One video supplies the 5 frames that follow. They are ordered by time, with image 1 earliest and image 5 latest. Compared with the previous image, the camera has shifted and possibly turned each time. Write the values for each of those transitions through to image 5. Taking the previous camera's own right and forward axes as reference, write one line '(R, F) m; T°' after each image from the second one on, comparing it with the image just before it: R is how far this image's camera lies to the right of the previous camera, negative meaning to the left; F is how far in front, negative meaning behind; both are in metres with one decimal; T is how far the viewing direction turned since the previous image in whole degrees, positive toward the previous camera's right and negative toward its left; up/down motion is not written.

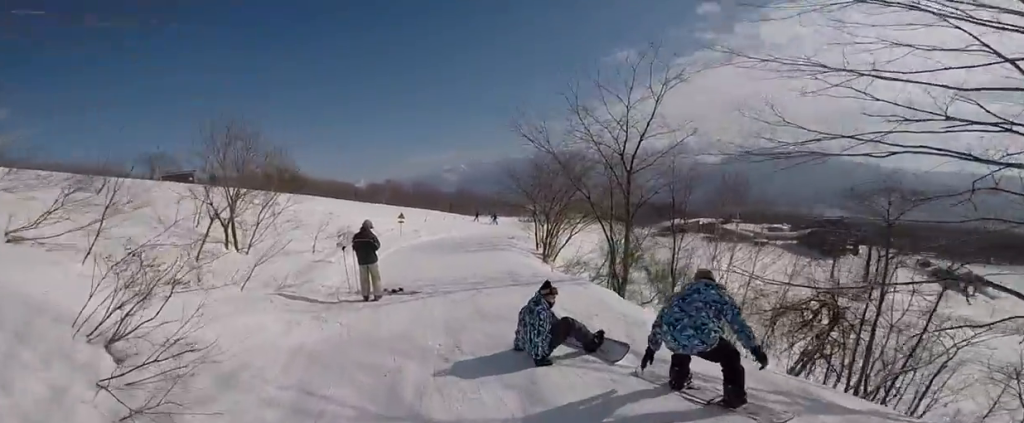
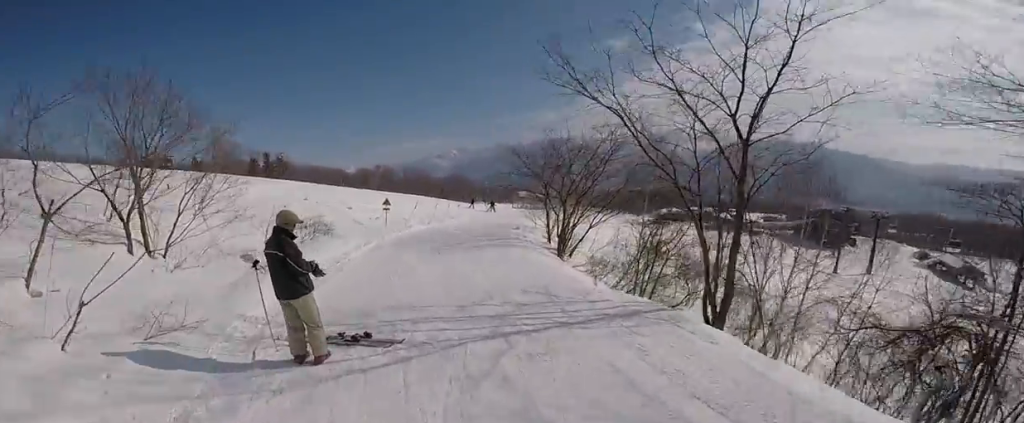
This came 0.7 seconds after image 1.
(0.0, +3.9) m; -2°
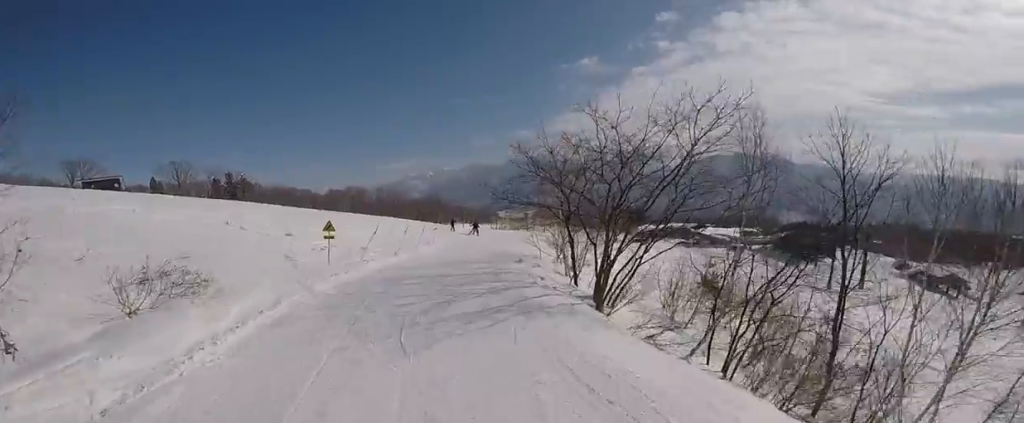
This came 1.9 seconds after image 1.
(-0.3, +6.8) m; +1°
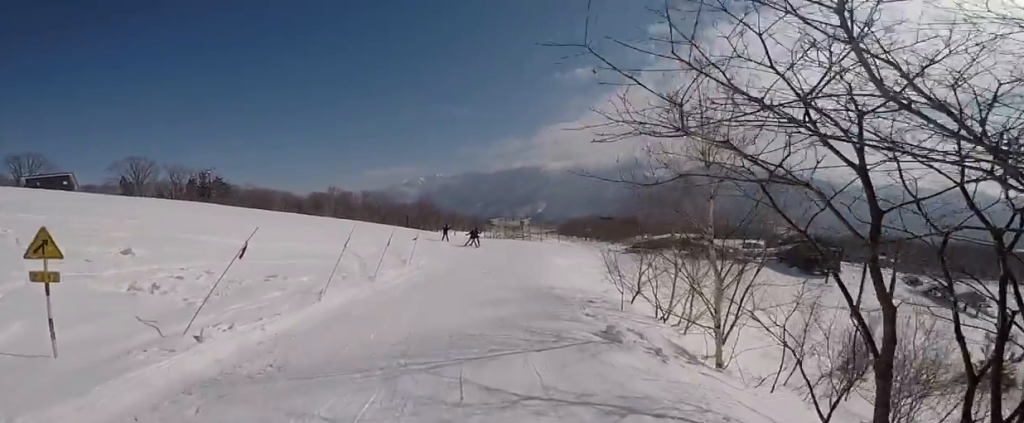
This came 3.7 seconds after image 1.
(+0.2, +10.4) m; +3°
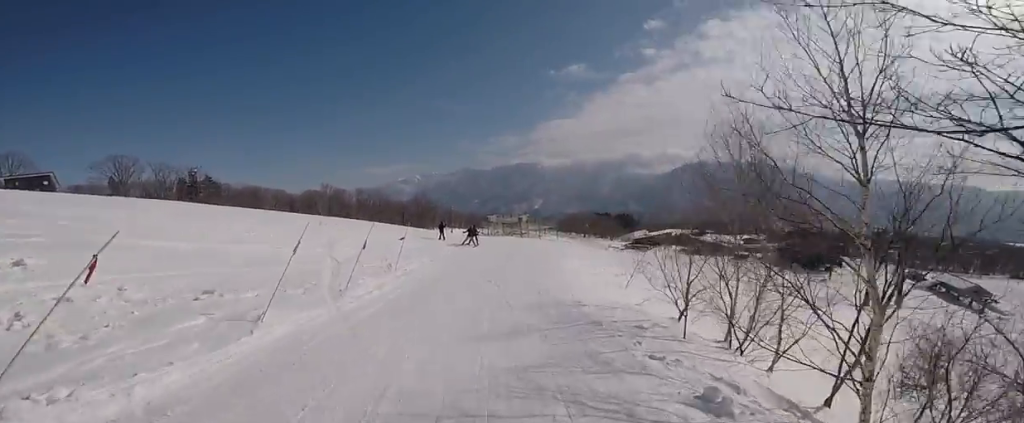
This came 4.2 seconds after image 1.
(+0.7, +3.0) m; -1°
